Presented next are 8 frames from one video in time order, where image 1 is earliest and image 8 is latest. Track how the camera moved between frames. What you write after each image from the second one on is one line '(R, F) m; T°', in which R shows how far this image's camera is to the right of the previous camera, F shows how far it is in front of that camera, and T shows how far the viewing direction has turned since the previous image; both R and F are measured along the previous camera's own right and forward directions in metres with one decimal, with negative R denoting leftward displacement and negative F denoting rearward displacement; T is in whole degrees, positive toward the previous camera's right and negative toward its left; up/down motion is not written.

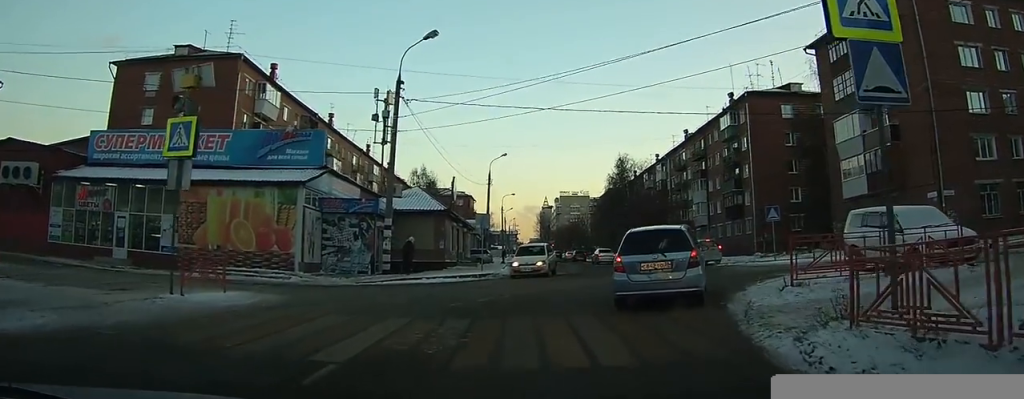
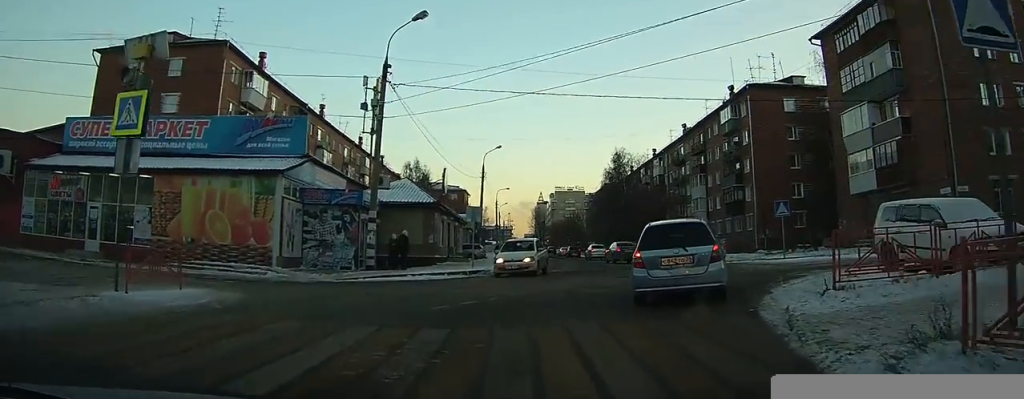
(0.0, +1.3) m; 0°
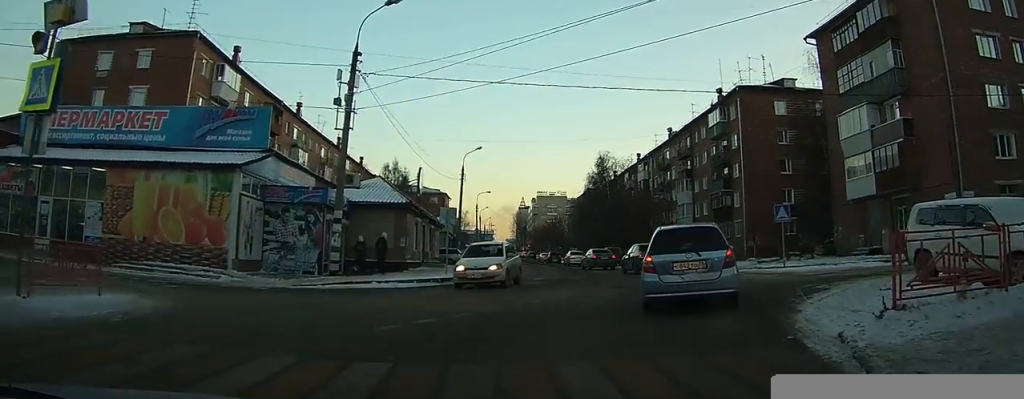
(0.0, +1.8) m; +1°
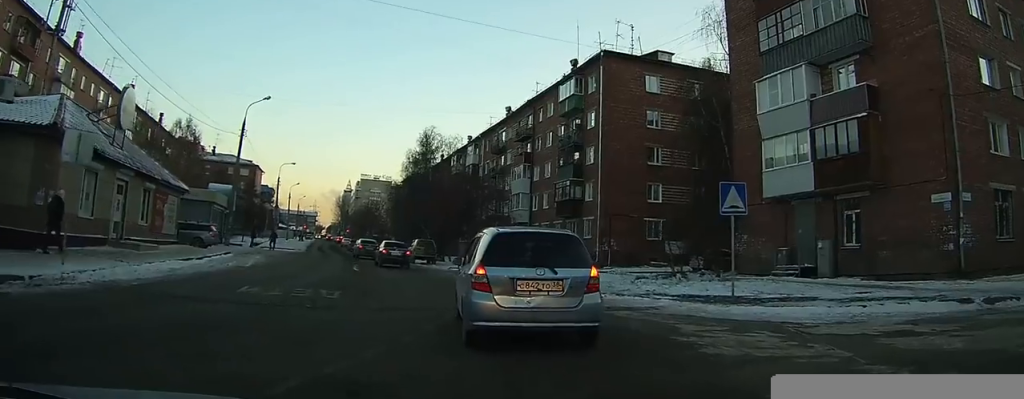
(+1.1, +11.4) m; +11°
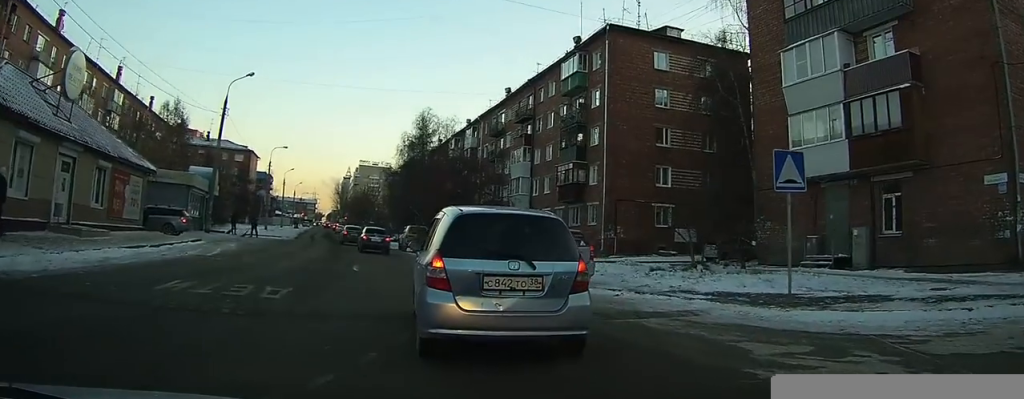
(0.0, +2.7) m; +1°
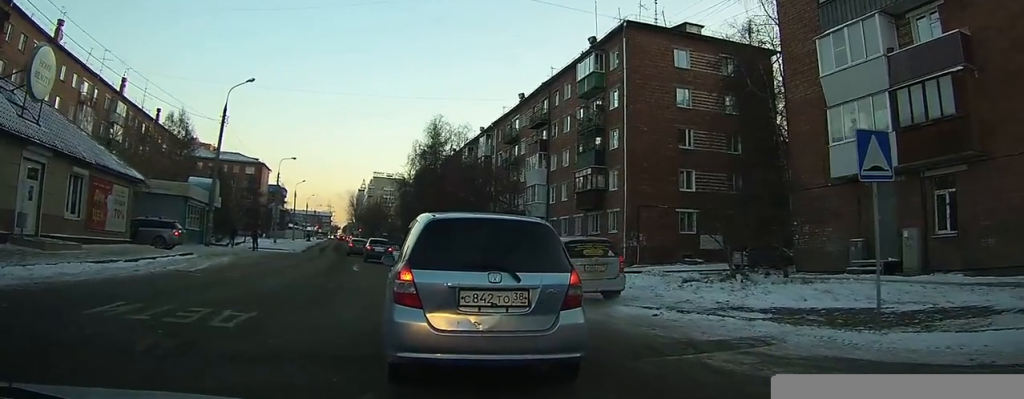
(0.0, +2.6) m; 0°
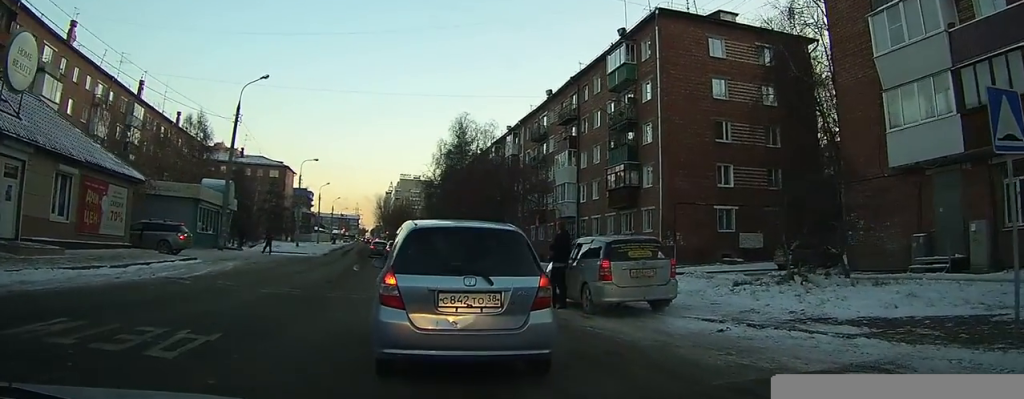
(0.0, +3.0) m; -1°
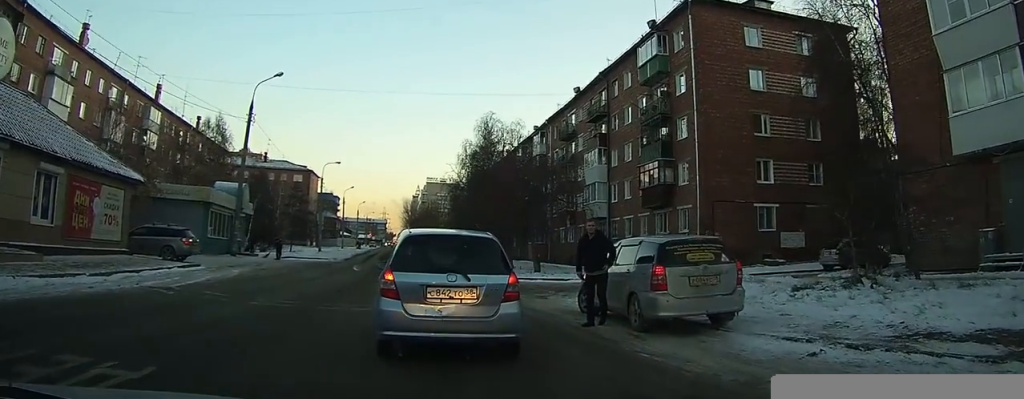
(0.0, +2.4) m; 0°
